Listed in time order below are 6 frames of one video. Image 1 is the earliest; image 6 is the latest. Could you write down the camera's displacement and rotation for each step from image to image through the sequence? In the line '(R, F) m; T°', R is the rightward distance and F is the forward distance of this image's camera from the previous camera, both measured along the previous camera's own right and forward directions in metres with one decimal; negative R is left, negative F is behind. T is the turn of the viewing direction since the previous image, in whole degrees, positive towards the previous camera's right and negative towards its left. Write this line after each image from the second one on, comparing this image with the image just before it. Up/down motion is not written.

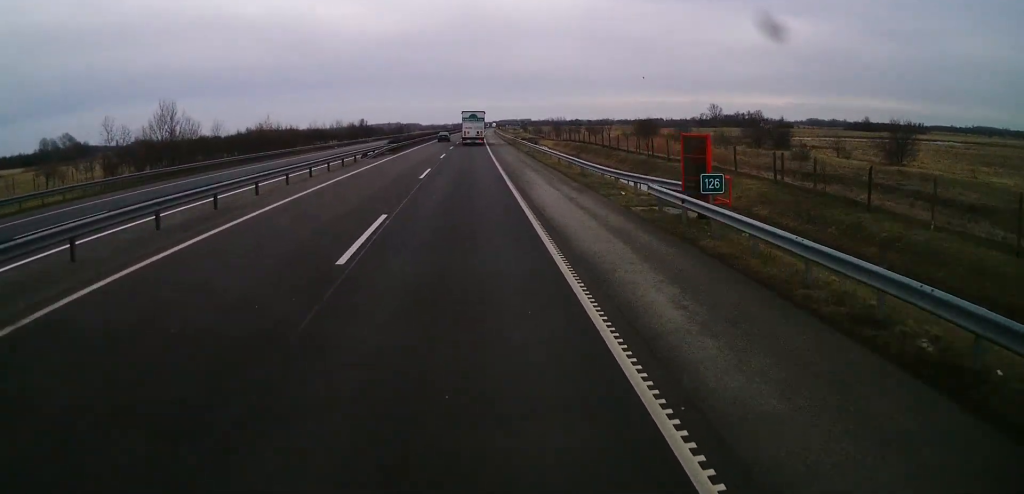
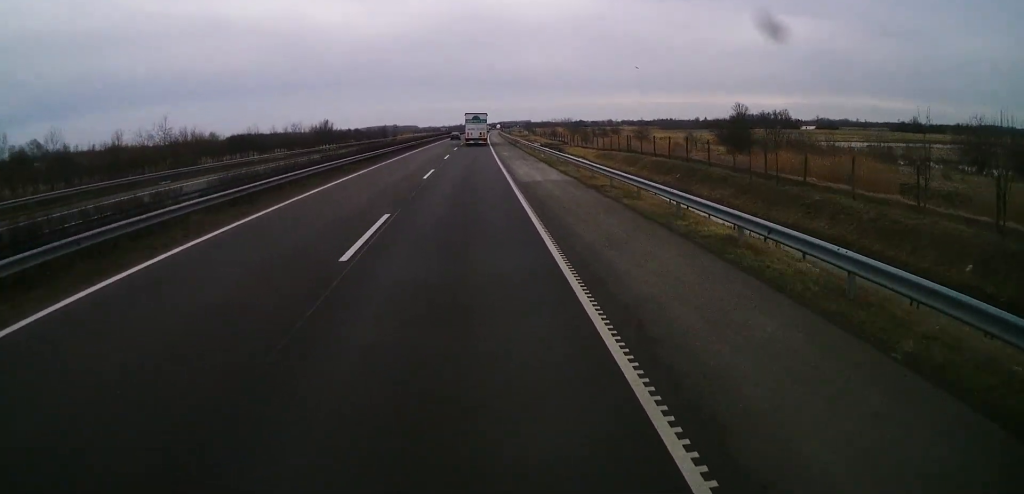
(-0.1, +54.1) m; 0°
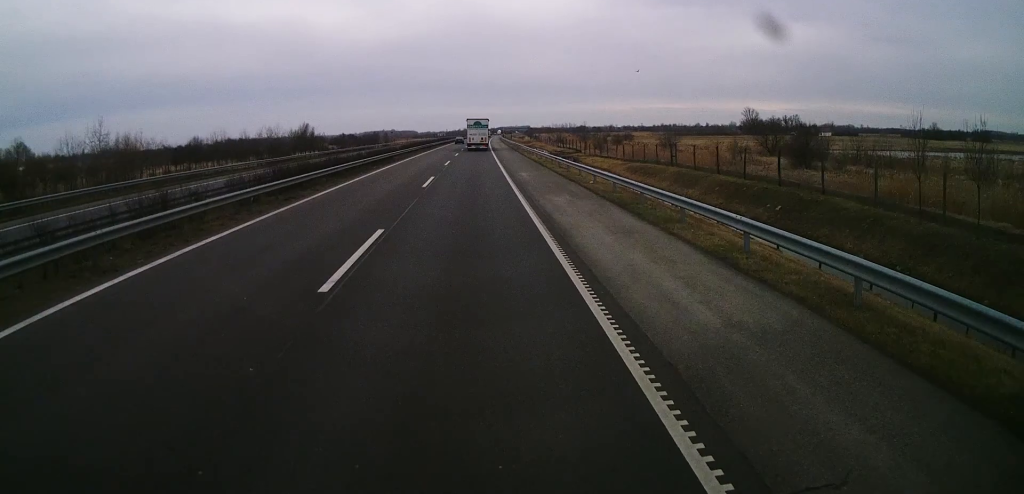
(+0.3, +20.1) m; 0°
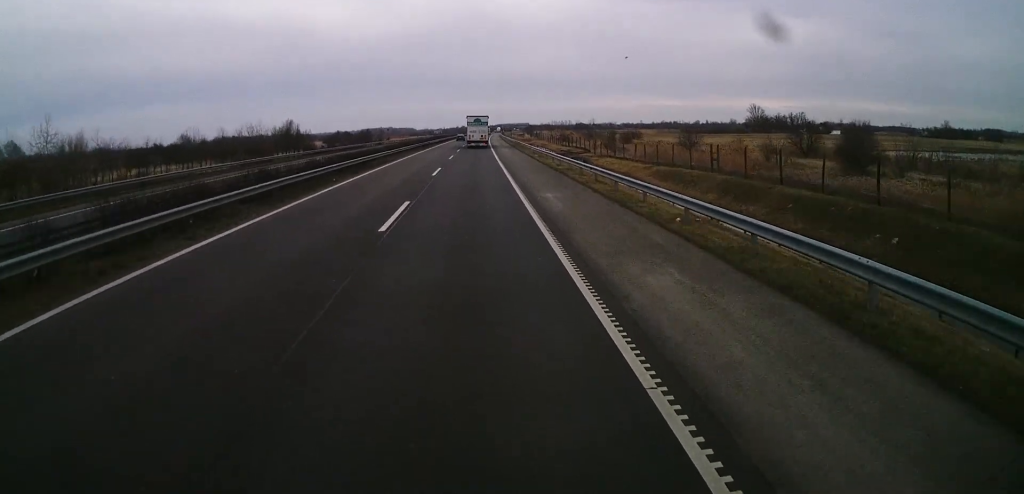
(0.0, +12.4) m; 0°
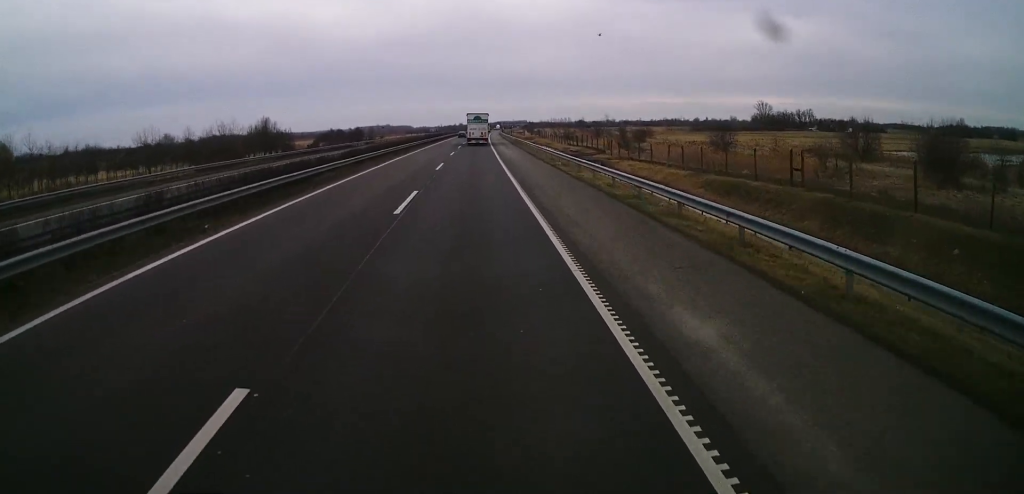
(-0.2, +15.4) m; 0°
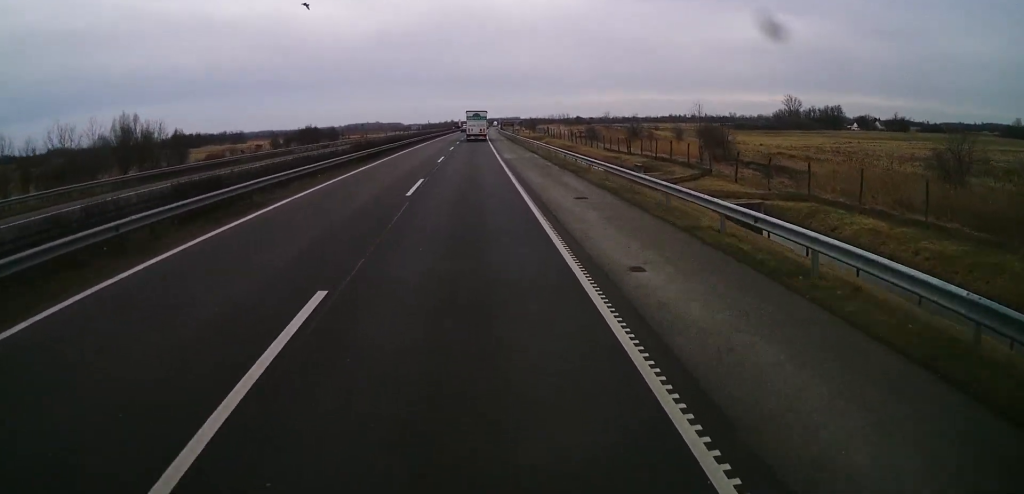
(+0.5, +50.8) m; -1°
